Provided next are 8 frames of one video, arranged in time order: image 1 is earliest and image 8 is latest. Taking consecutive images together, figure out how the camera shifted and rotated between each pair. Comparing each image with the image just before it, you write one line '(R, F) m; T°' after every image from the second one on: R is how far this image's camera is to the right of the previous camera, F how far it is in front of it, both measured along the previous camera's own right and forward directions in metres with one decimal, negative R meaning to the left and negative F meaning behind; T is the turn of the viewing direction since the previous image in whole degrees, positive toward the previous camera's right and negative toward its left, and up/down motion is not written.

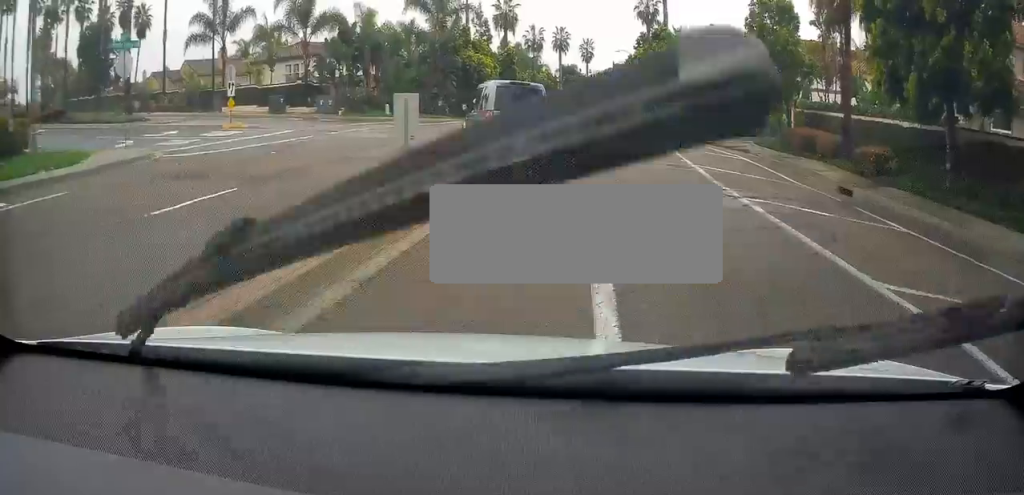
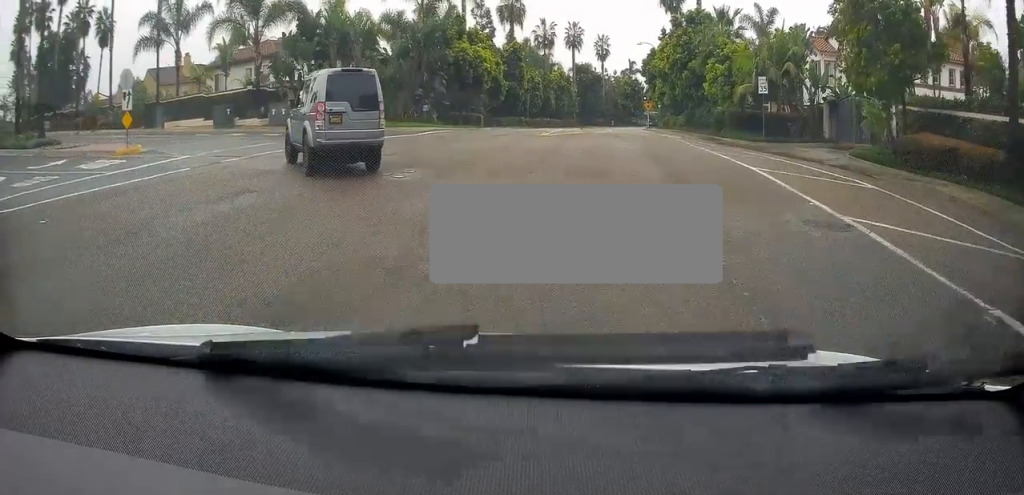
(+0.9, +12.3) m; +3°
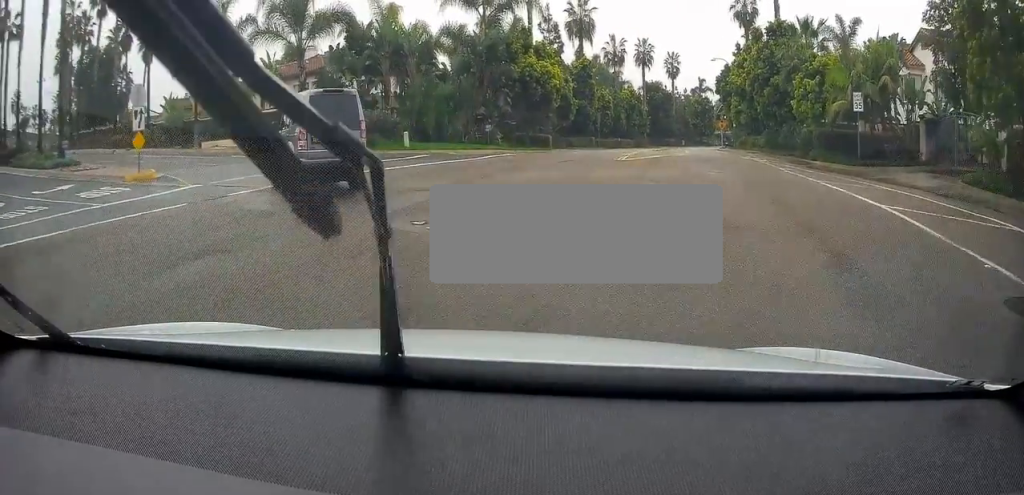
(+0.4, +4.2) m; -2°
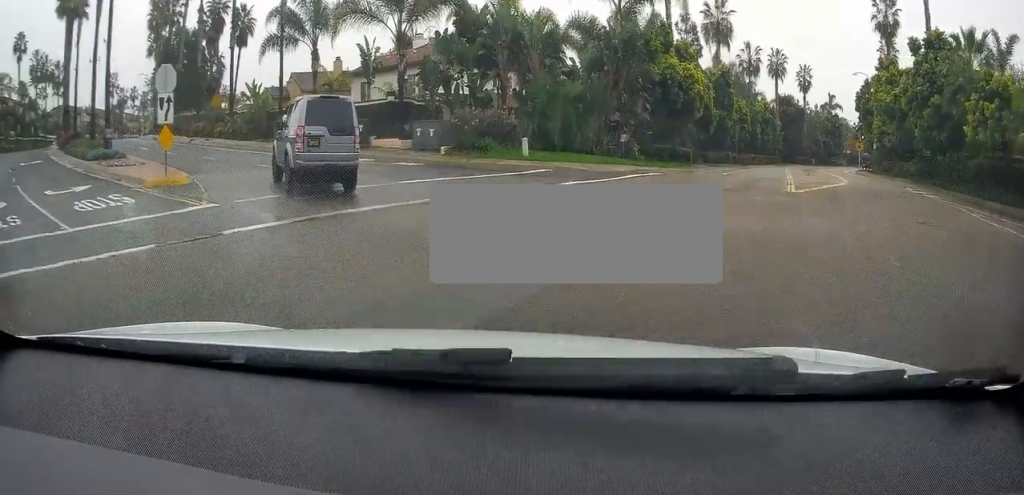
(-0.9, +6.2) m; -11°
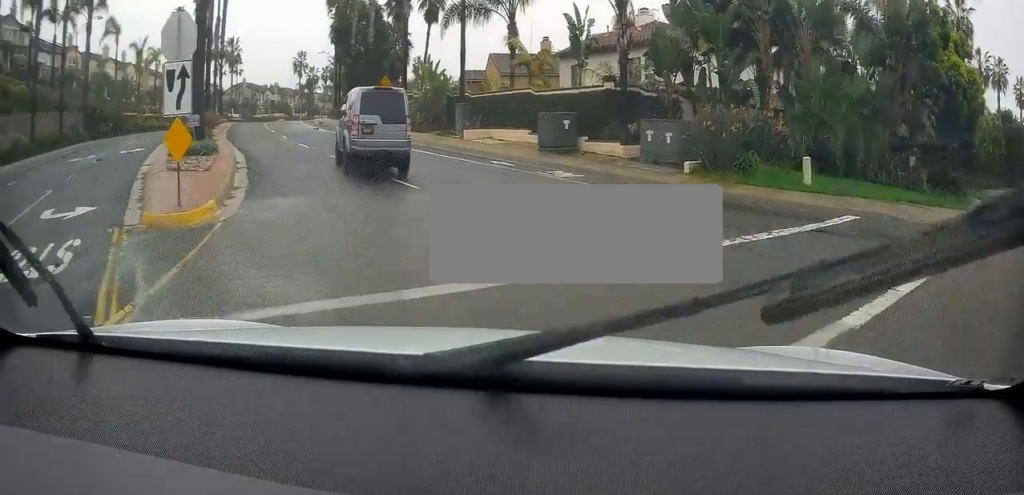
(-1.0, +9.2) m; -21°
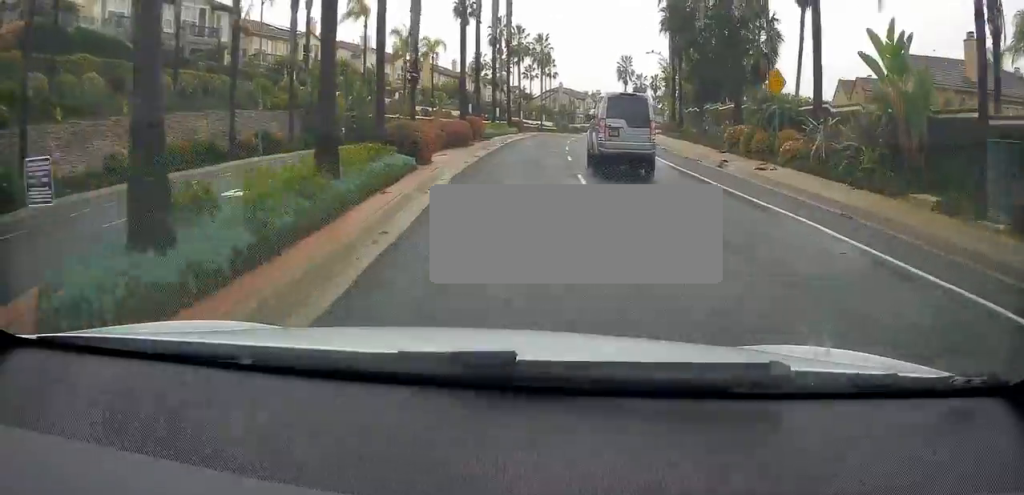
(-6.1, +17.3) m; -32°
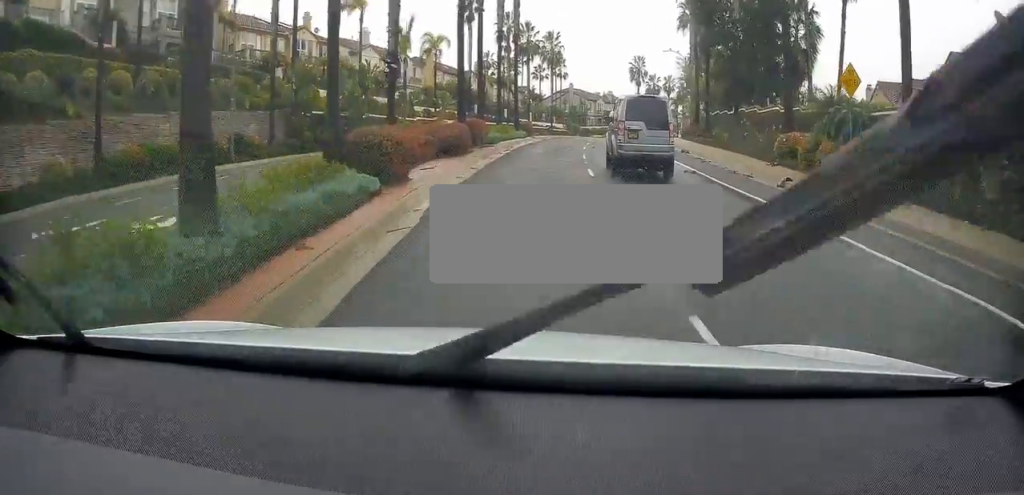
(-0.4, +5.0) m; -4°
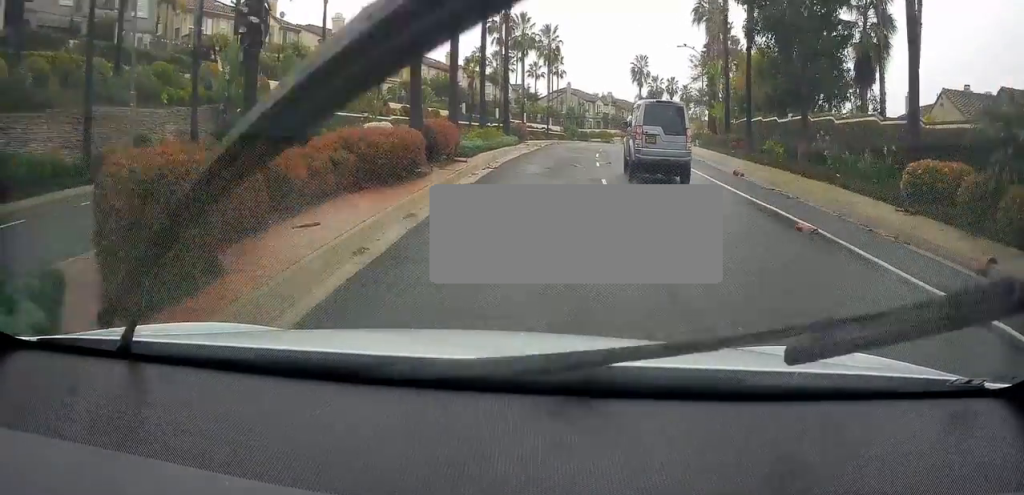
(-0.5, +8.4) m; -4°
